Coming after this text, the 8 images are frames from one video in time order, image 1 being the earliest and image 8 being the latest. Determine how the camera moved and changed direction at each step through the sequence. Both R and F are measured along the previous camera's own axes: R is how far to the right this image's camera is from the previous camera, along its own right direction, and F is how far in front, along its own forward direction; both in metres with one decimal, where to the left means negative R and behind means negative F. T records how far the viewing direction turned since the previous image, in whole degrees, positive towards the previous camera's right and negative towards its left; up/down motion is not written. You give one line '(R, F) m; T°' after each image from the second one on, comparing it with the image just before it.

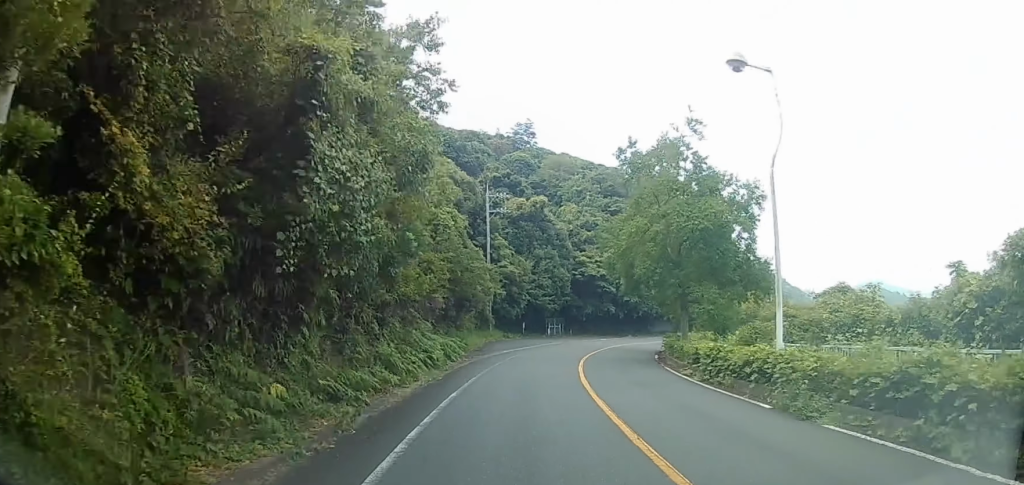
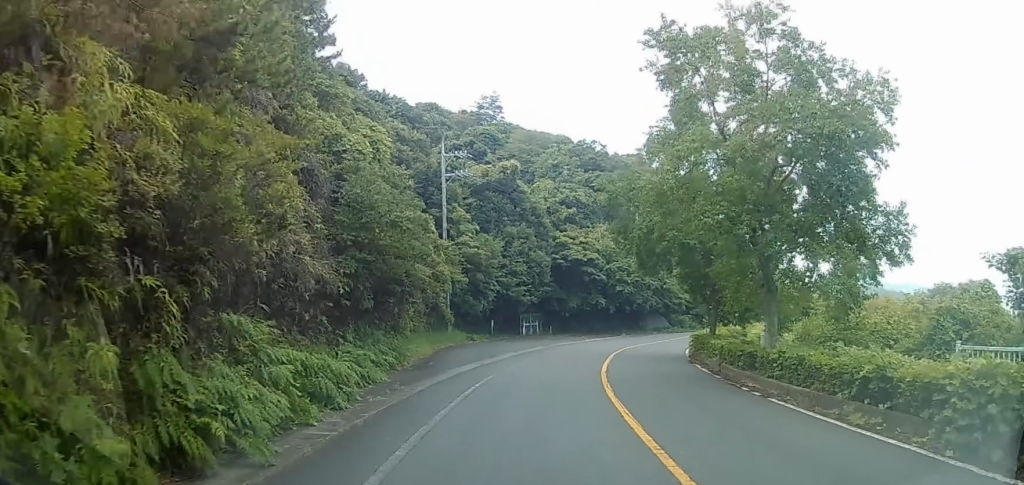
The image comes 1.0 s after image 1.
(-0.1, +12.6) m; +2°
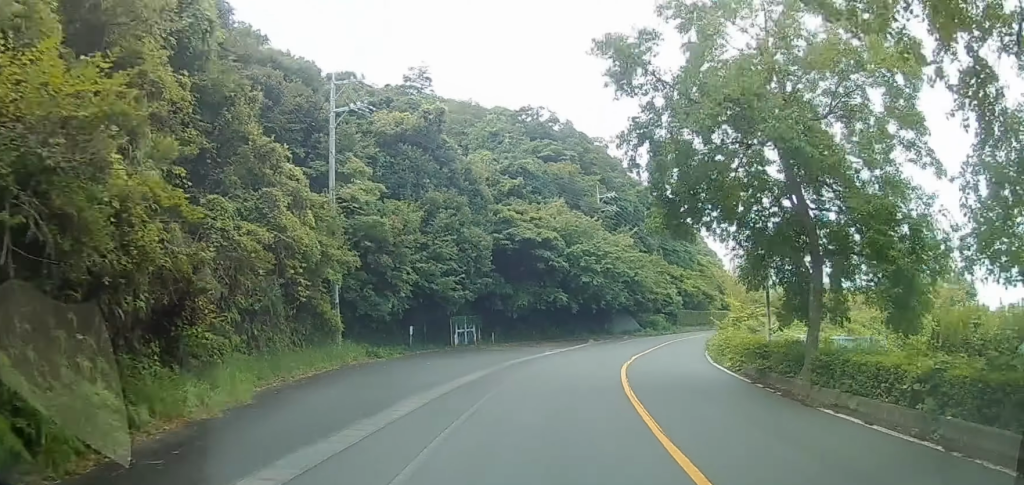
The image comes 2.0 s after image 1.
(+0.7, +13.9) m; +4°
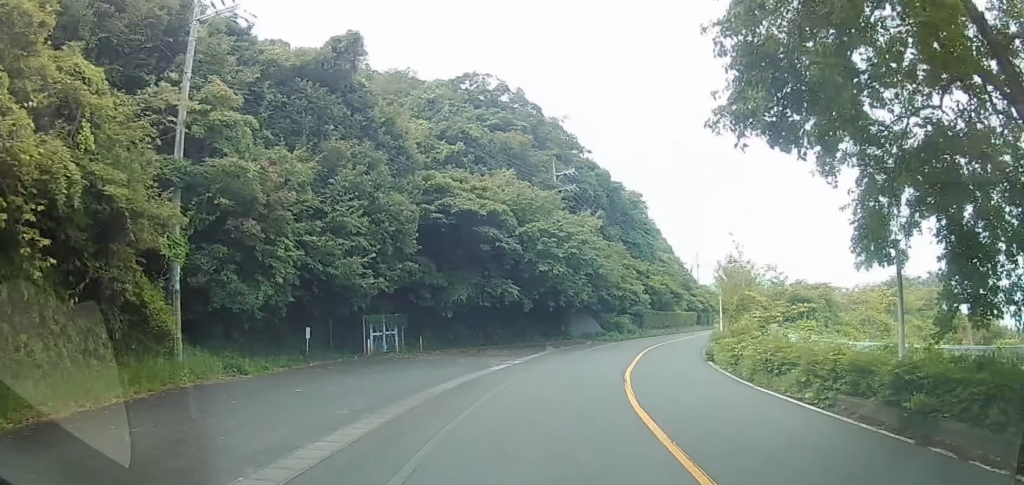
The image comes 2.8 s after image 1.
(+0.2, +9.5) m; +4°
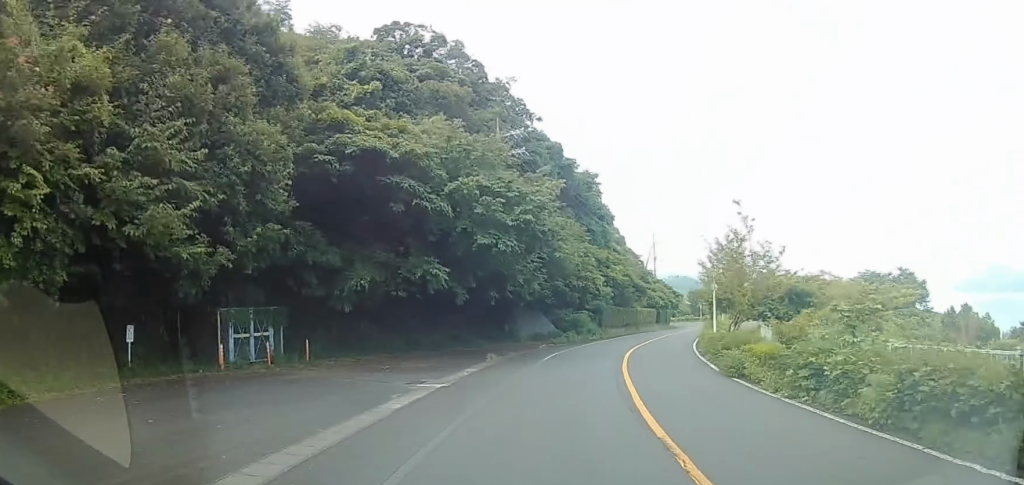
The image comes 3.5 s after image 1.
(0.0, +9.1) m; +5°
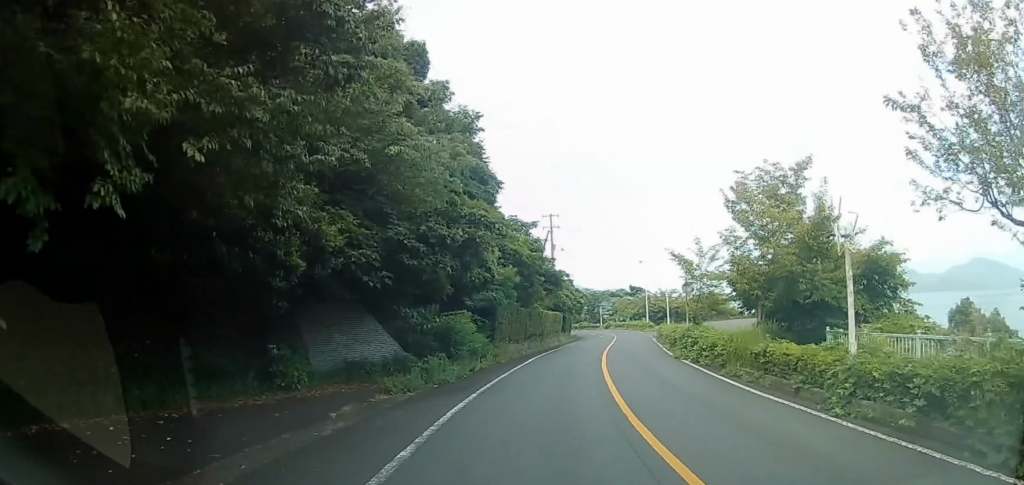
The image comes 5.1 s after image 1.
(+2.8, +20.9) m; +10°
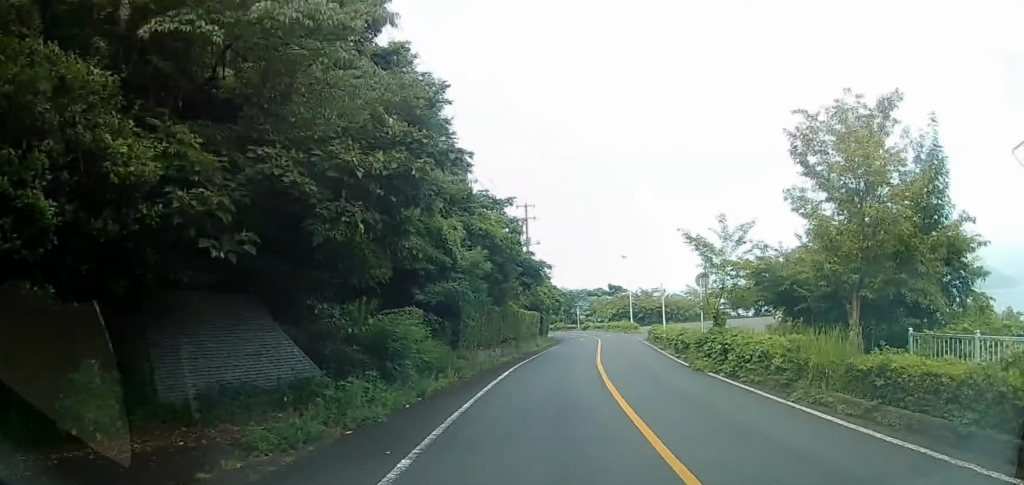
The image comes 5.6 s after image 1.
(+0.1, +6.0) m; +2°
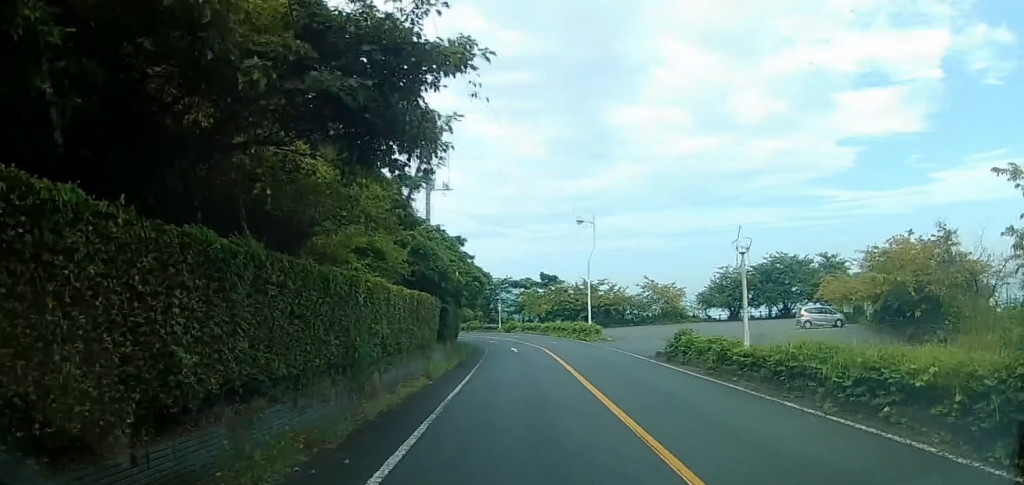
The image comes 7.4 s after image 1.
(+2.1, +22.8) m; +12°
